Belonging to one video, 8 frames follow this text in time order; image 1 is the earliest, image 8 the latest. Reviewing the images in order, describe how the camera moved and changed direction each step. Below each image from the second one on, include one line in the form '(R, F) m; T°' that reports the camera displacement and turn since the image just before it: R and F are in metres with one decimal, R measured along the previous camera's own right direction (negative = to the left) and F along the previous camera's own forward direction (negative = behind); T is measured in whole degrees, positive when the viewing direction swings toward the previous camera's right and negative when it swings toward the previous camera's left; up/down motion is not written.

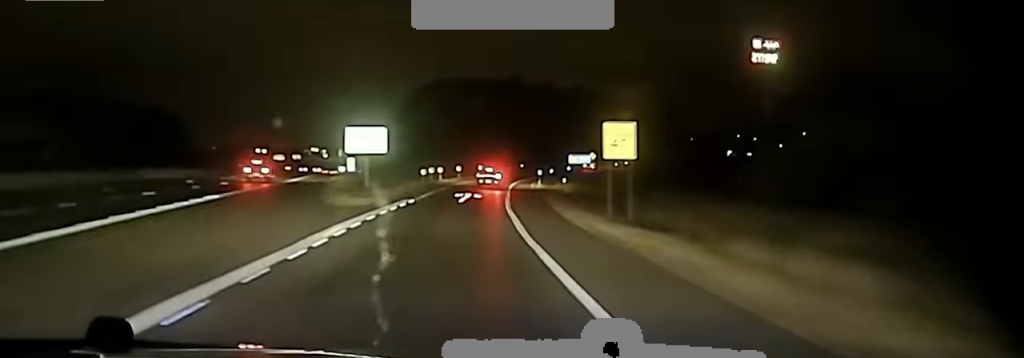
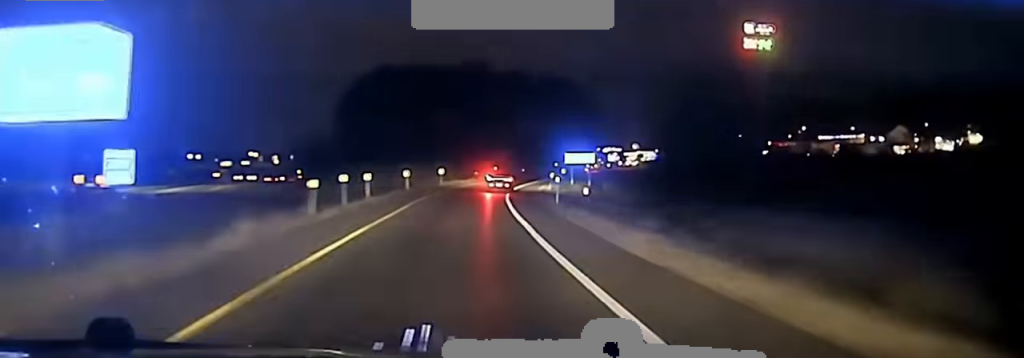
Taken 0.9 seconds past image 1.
(+0.8, +40.9) m; +3°
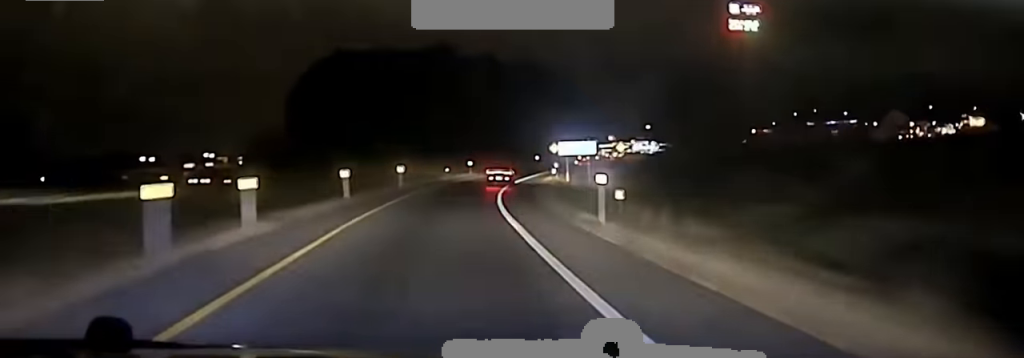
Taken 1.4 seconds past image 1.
(+0.1, +25.1) m; +2°
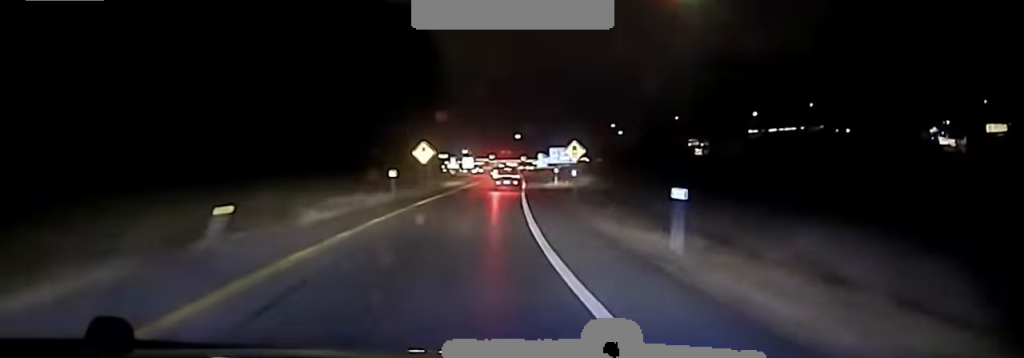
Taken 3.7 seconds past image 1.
(+7.7, +100.1) m; +10°
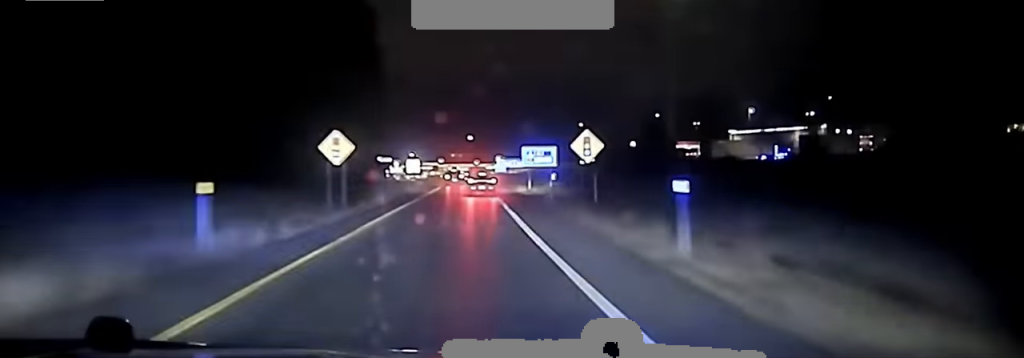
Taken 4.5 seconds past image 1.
(+1.1, +31.5) m; +4°
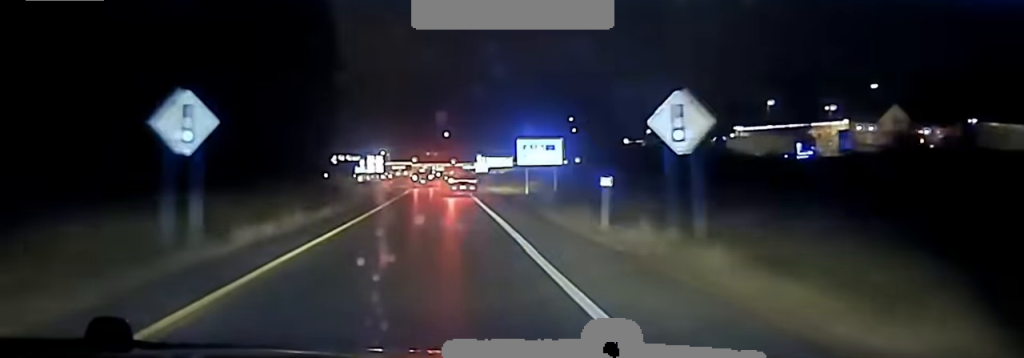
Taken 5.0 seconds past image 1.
(+0.9, +24.1) m; +3°
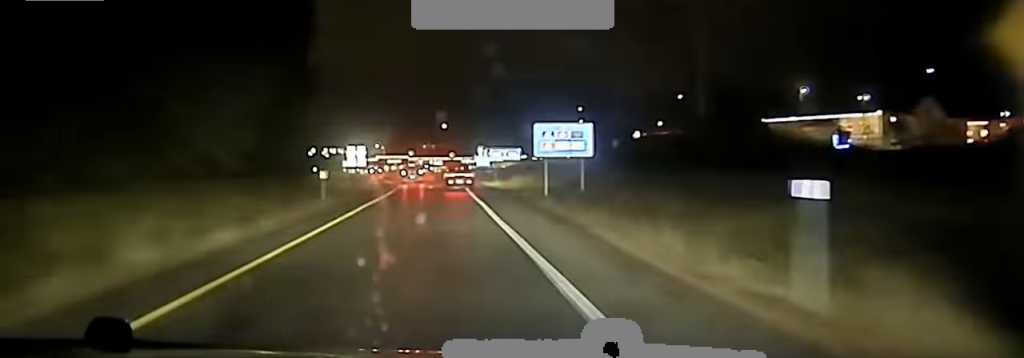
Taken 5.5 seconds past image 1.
(+0.1, +17.2) m; +2°
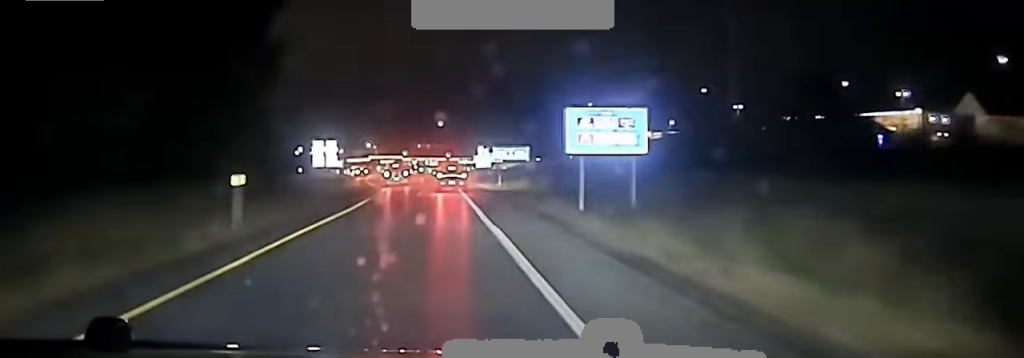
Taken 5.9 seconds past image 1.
(+0.6, +17.2) m; +1°
